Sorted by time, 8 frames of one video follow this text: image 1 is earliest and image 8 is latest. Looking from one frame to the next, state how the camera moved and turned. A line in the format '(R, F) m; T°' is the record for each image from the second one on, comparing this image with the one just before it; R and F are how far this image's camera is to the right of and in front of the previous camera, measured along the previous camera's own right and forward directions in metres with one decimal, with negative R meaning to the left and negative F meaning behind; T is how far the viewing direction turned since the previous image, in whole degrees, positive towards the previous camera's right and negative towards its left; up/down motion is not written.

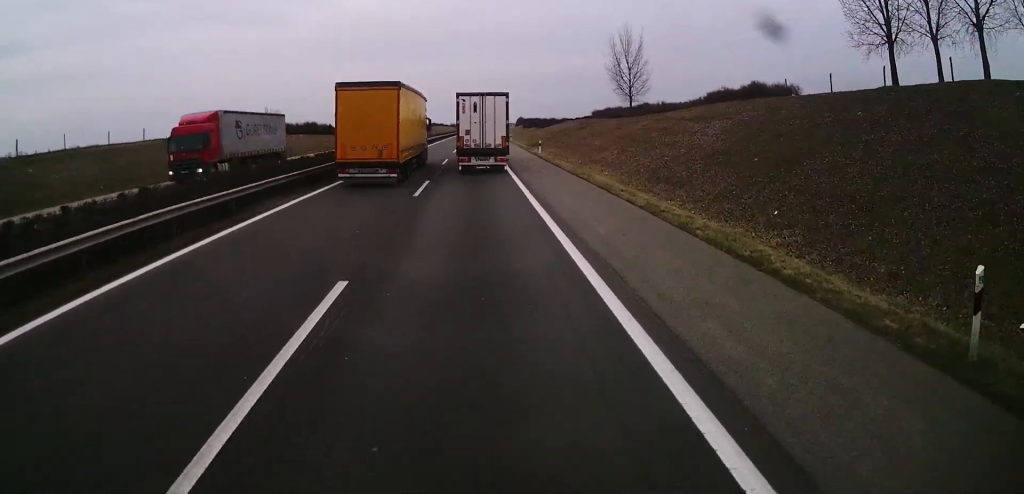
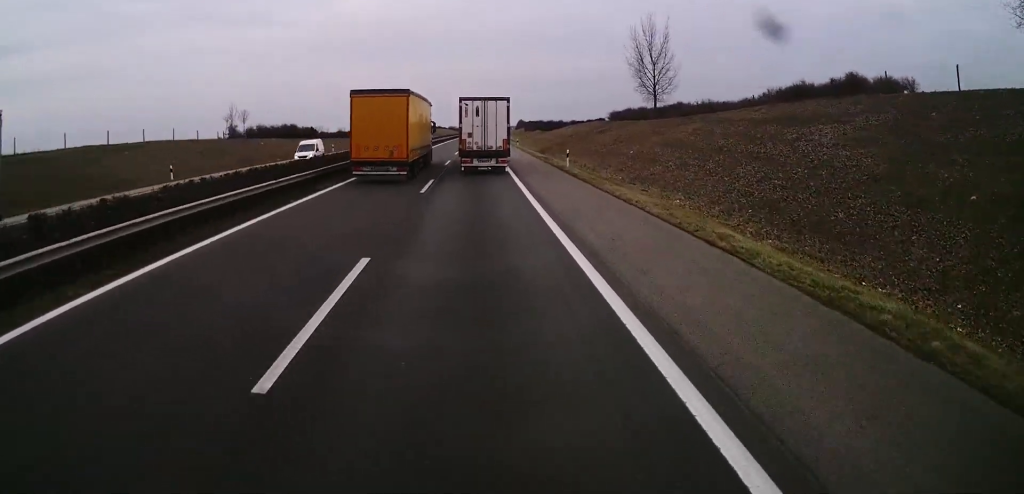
(0.0, +14.1) m; 0°
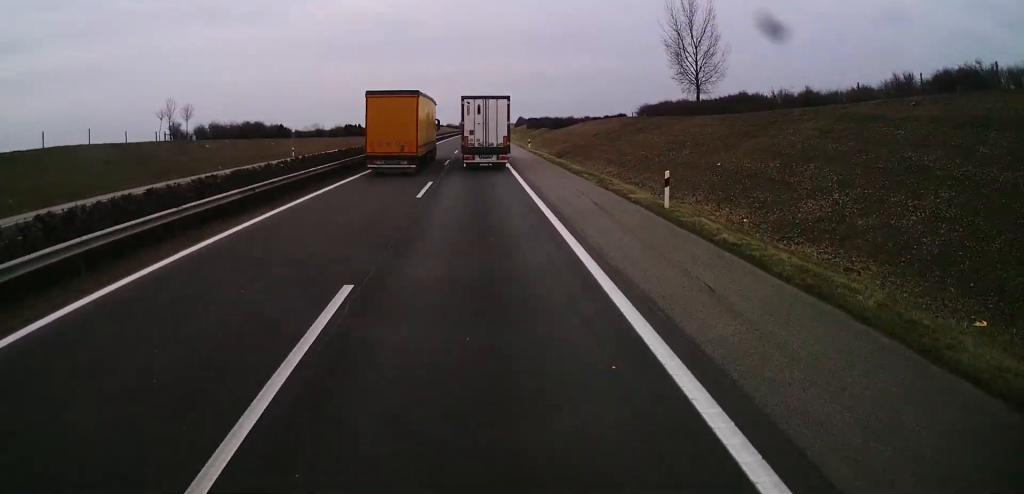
(0.0, +16.2) m; 0°
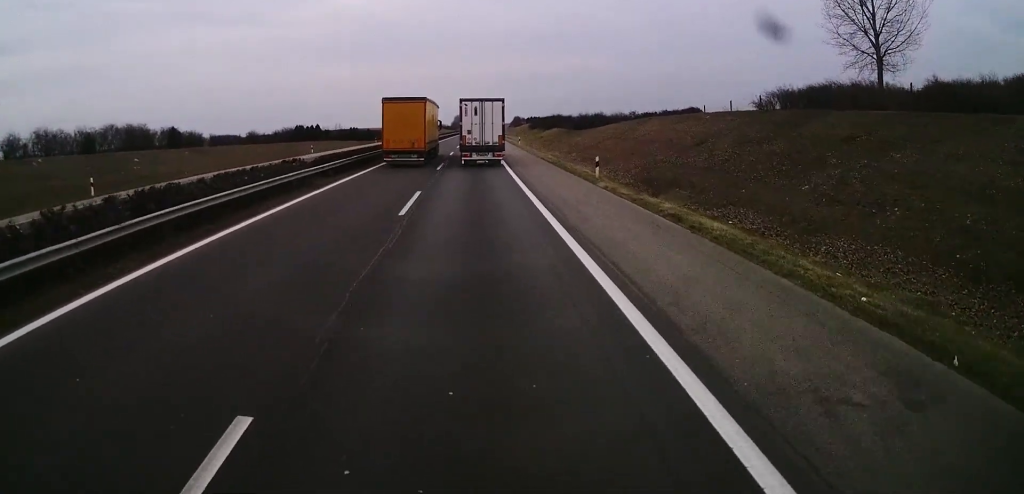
(0.0, +33.0) m; 0°
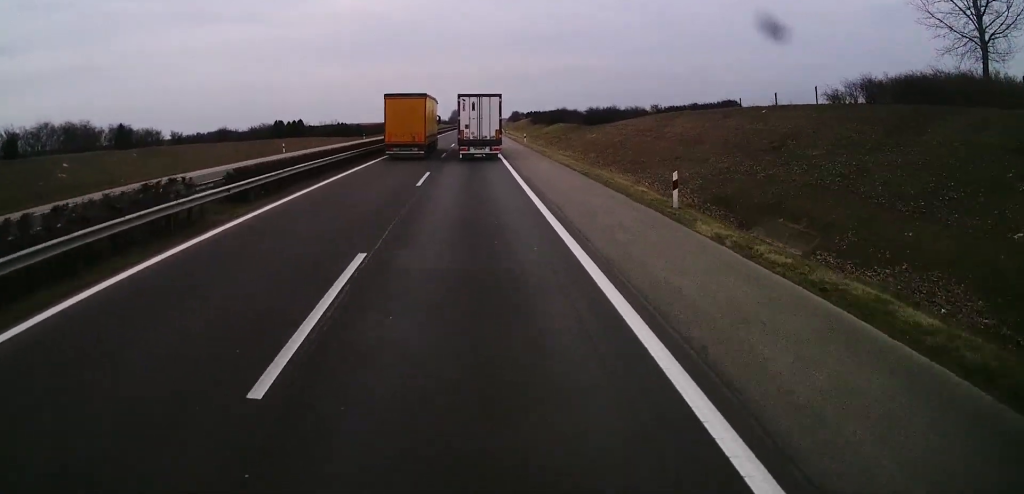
(0.0, +10.1) m; 0°
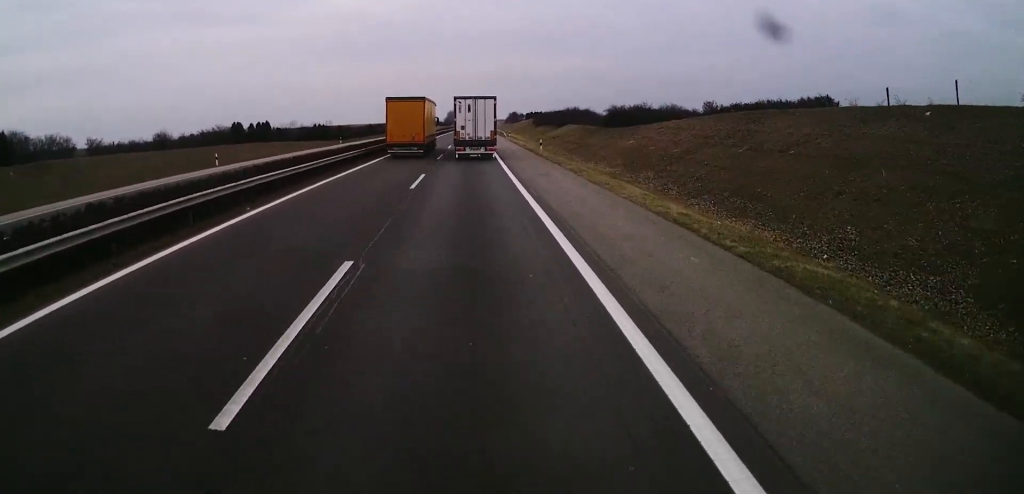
(0.0, +16.5) m; +1°
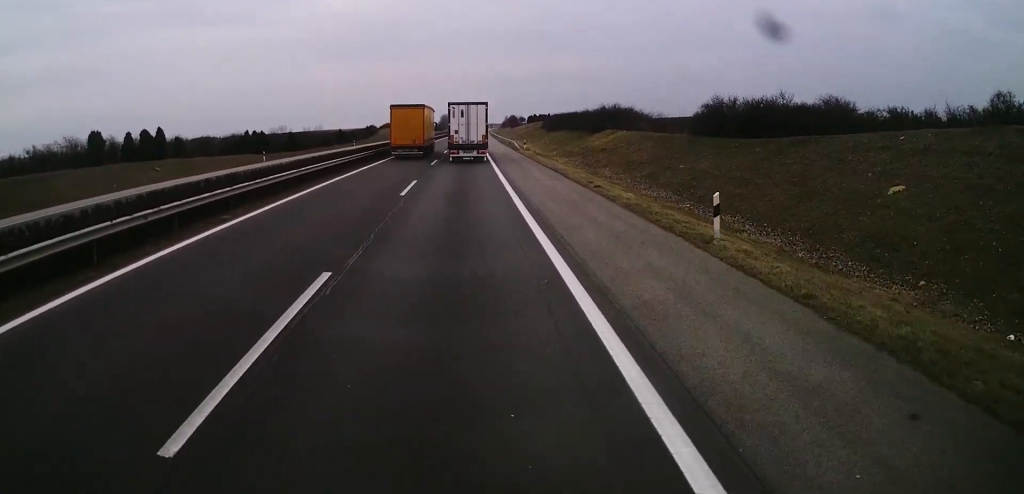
(+0.3, +33.6) m; 0°
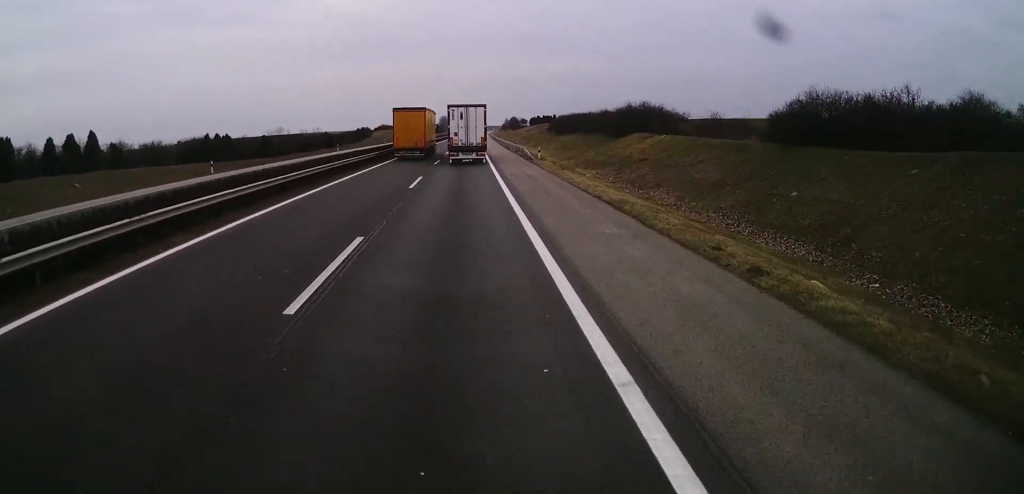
(0.0, +13.3) m; 0°
